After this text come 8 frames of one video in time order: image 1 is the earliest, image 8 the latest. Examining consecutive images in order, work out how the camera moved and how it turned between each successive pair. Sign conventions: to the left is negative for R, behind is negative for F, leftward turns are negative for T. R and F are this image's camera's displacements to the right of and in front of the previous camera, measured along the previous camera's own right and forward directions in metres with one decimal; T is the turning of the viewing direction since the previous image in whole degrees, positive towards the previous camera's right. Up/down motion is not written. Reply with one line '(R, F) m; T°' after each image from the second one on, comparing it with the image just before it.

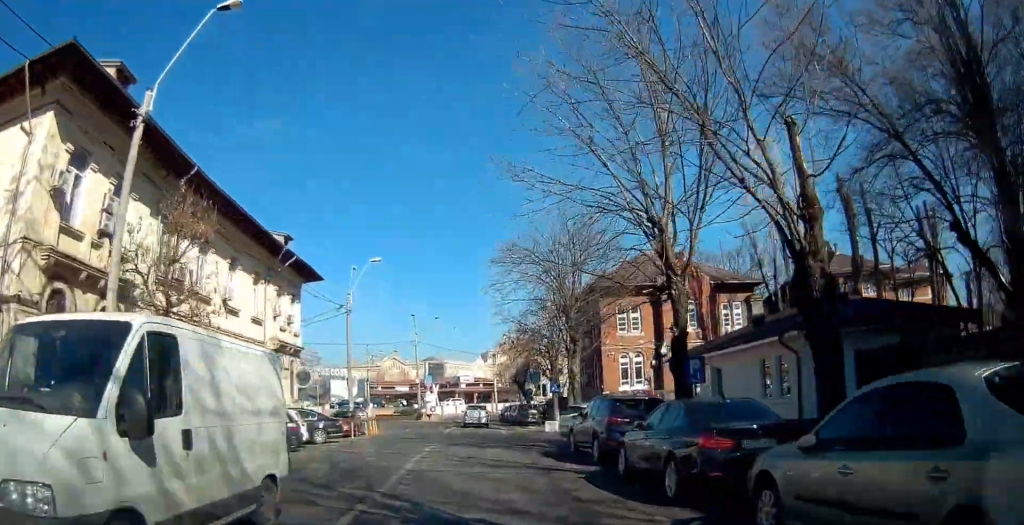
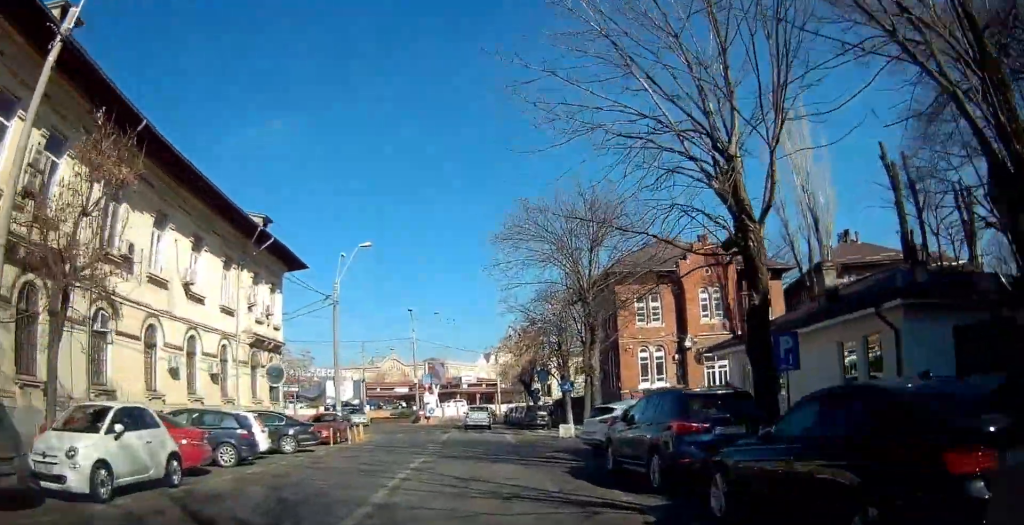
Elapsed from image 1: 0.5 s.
(0.0, +4.2) m; 0°
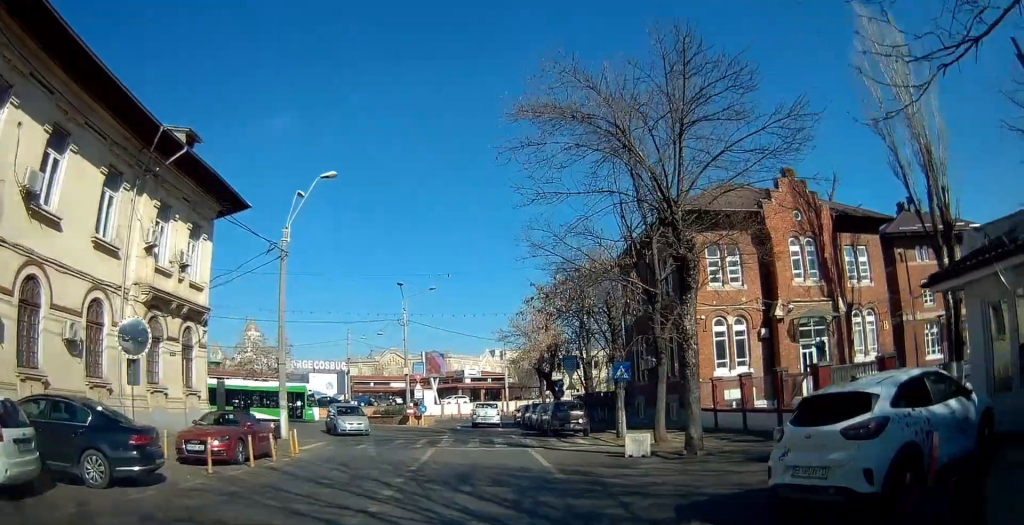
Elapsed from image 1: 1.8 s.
(-0.6, +10.7) m; -11°
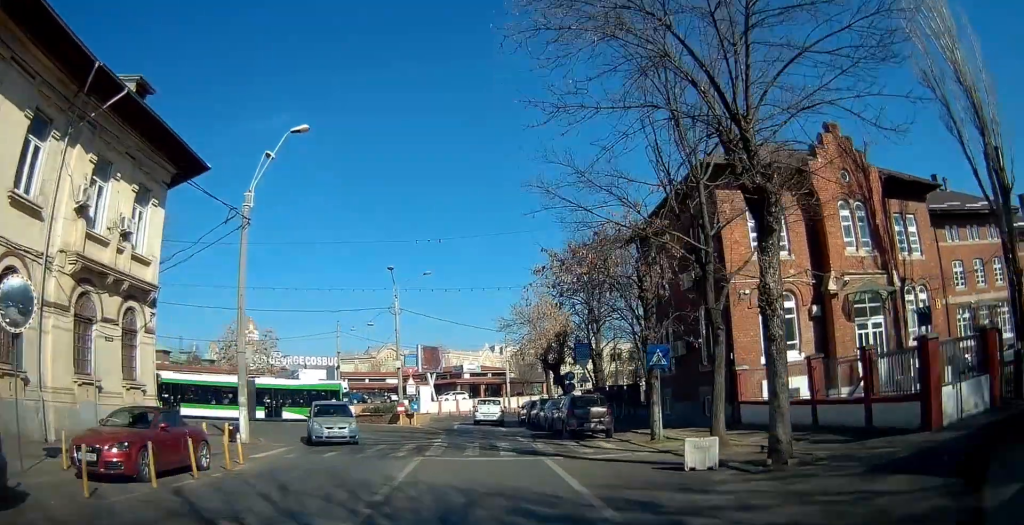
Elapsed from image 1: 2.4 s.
(-0.1, +4.8) m; -8°
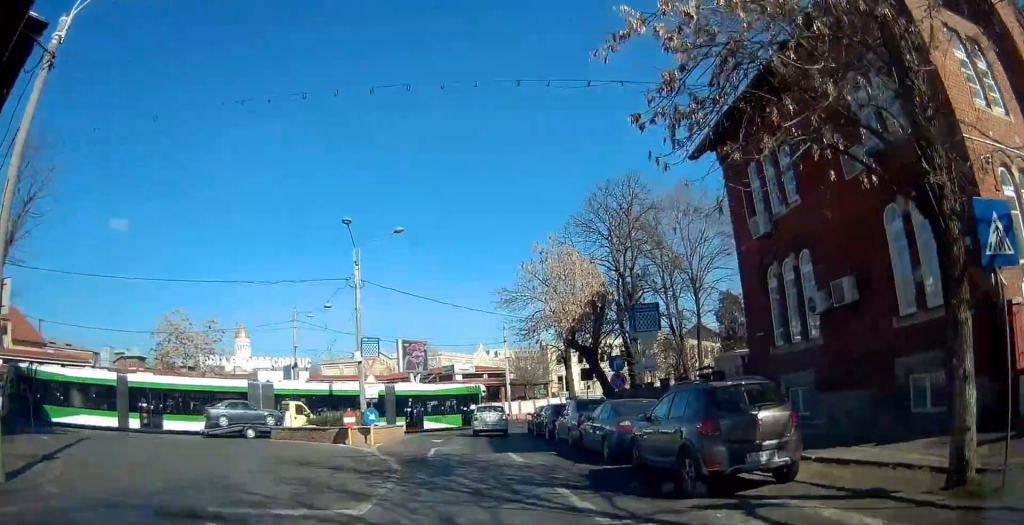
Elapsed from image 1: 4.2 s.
(-0.3, +15.5) m; +10°
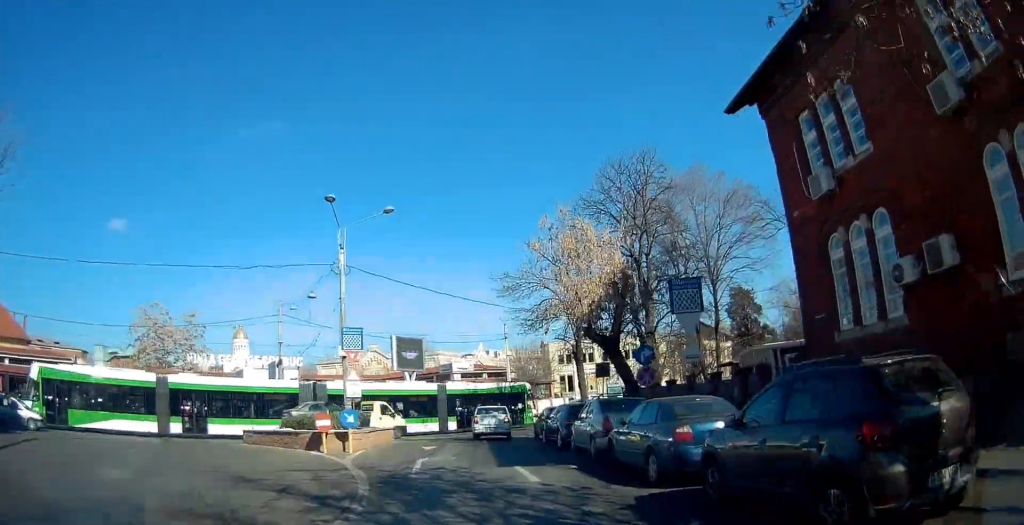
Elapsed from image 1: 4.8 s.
(+0.3, +4.0) m; +4°
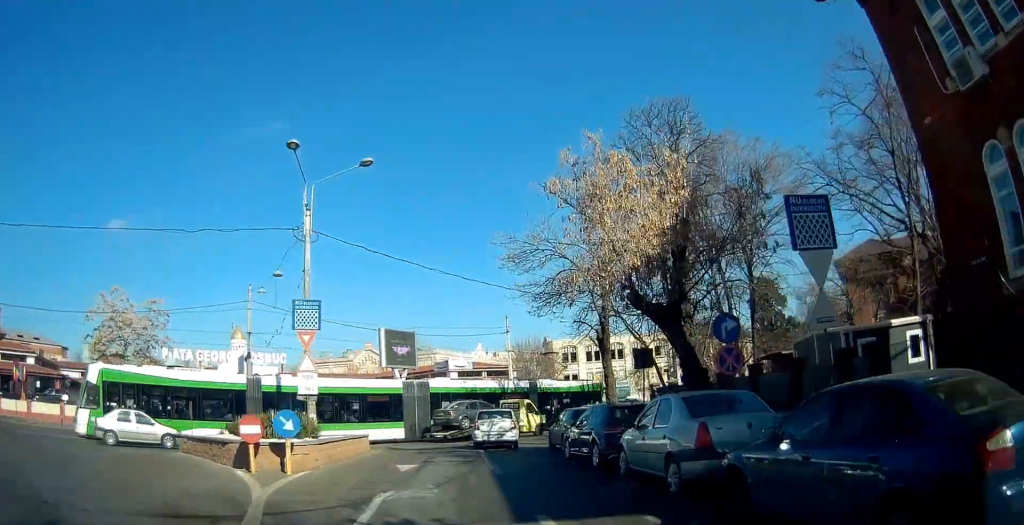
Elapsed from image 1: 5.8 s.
(+0.3, +6.6) m; +1°
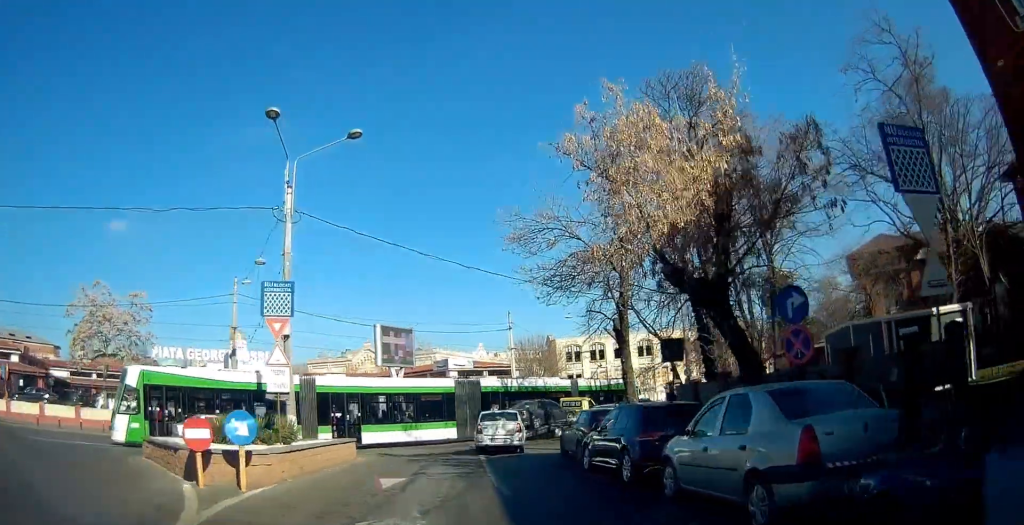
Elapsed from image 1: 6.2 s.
(0.0, +2.9) m; -1°
